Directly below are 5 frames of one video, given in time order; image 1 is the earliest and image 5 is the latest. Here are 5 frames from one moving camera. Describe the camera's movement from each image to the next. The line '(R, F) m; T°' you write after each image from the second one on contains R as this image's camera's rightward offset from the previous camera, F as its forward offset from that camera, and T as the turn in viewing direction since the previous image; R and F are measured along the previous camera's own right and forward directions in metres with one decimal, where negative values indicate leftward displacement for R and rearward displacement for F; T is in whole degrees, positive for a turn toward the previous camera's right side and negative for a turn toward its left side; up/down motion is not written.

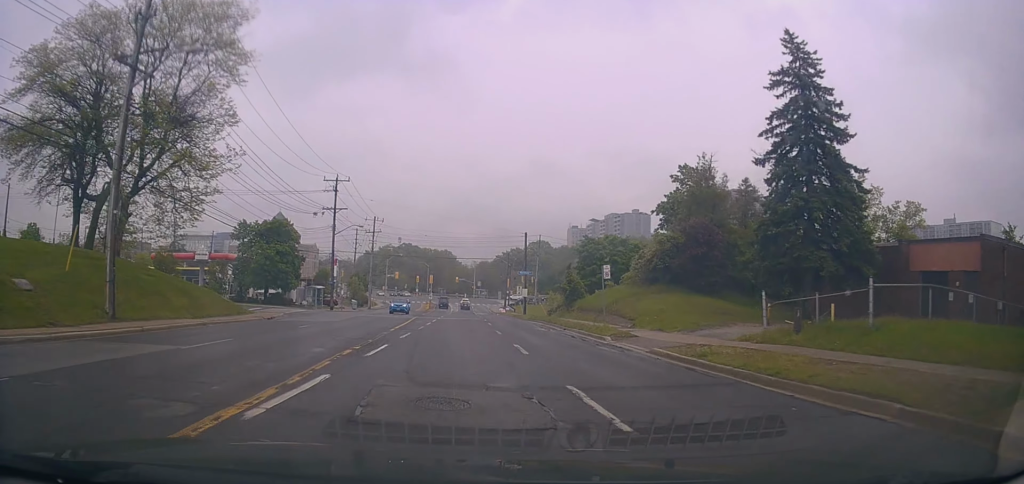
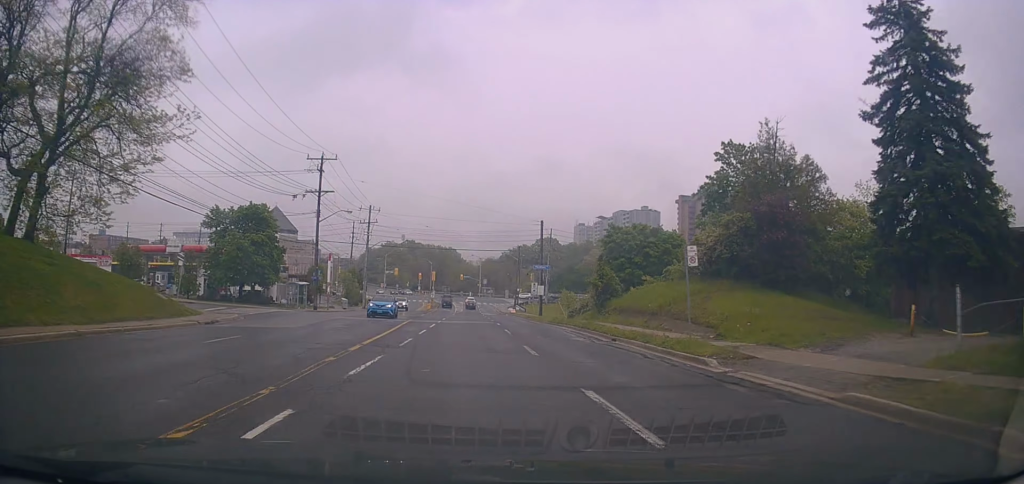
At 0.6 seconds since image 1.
(+0.2, +9.2) m; 0°
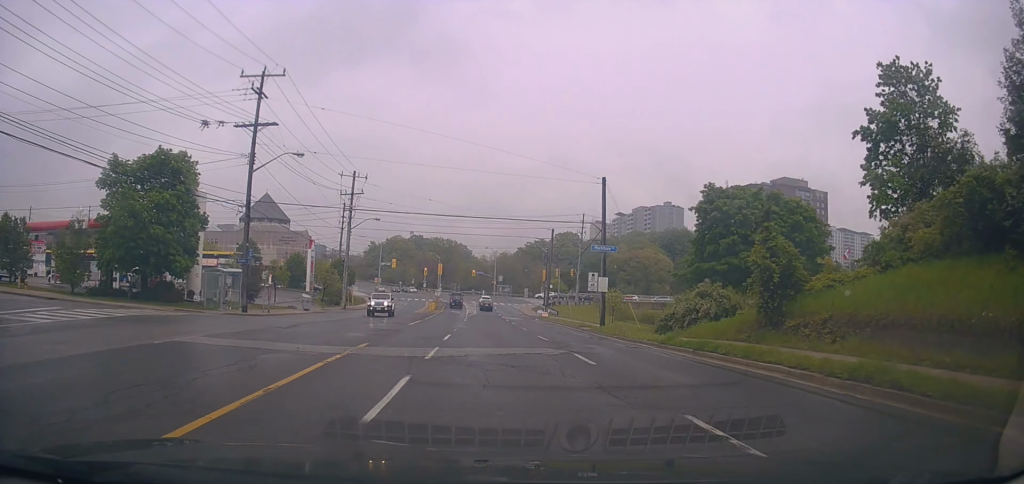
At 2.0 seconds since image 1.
(-0.6, +21.1) m; -2°
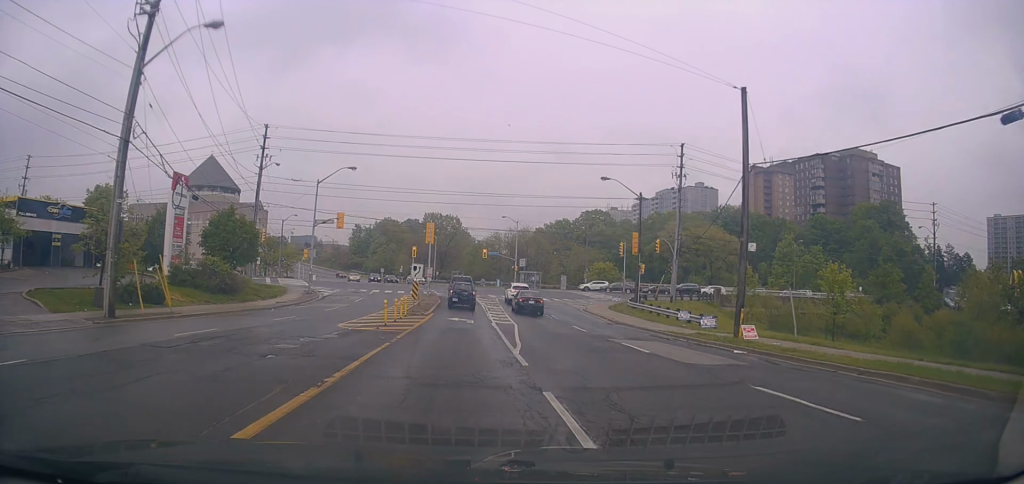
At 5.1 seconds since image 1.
(-0.8, +43.6) m; -1°
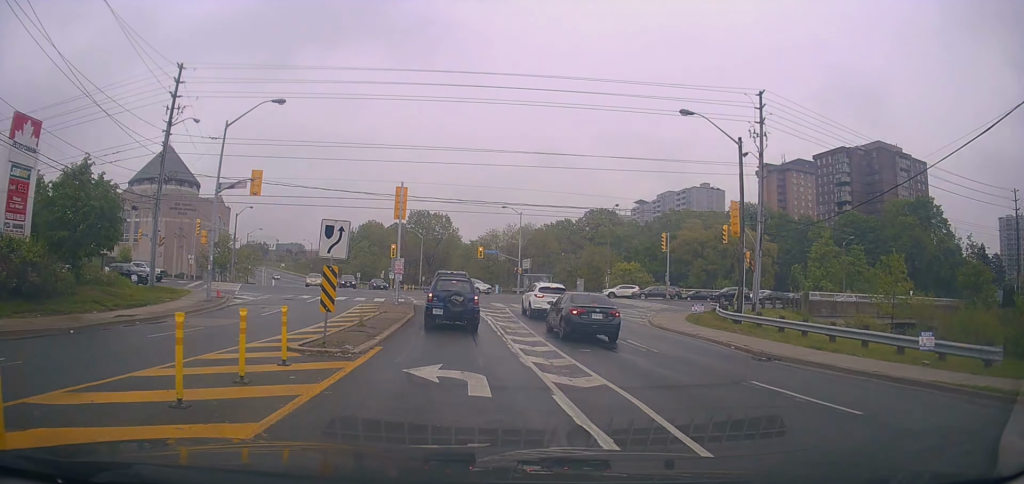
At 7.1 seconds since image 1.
(-0.1, +18.7) m; -1°
